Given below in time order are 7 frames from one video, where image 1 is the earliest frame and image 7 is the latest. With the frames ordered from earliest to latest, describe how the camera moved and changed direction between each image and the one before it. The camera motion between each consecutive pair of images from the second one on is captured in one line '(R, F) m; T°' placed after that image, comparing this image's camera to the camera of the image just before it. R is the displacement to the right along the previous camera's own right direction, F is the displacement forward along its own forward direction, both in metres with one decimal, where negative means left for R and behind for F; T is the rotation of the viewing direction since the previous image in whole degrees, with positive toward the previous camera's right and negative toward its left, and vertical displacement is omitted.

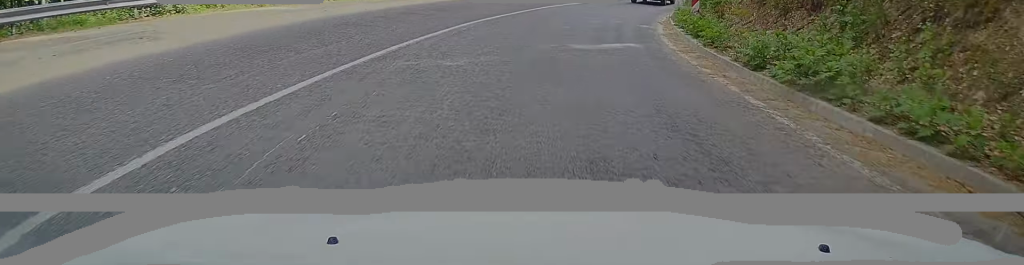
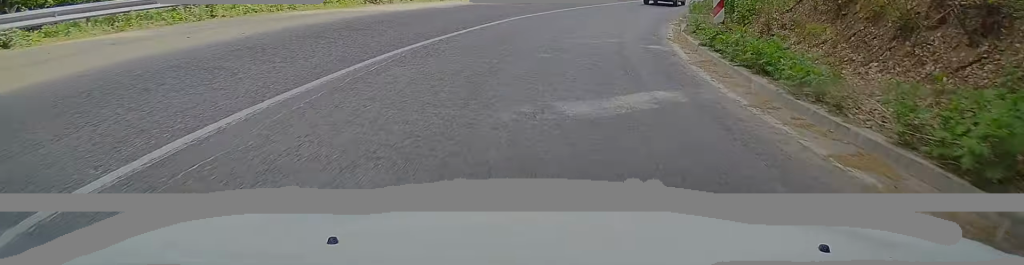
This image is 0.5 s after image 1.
(0.0, +5.9) m; +2°
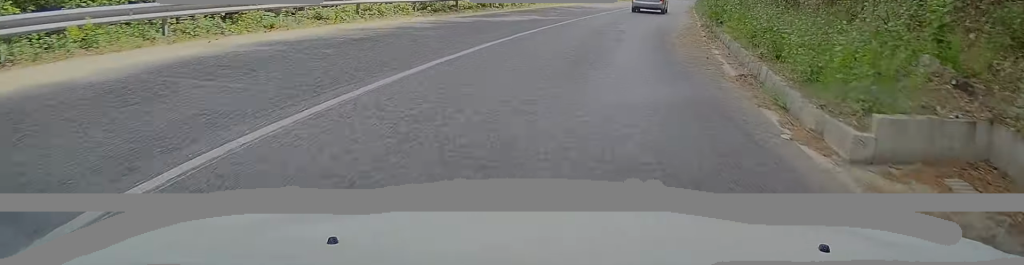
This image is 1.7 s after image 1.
(+1.0, +14.6) m; +7°
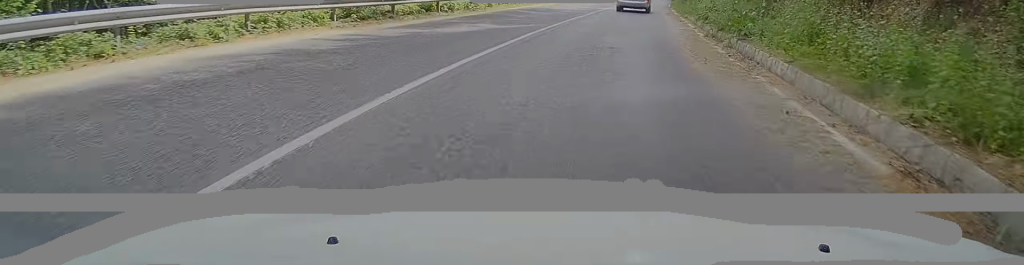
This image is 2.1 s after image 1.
(+0.3, +5.4) m; +2°
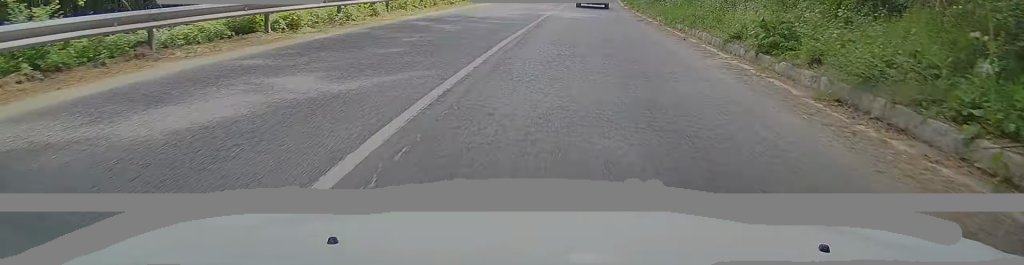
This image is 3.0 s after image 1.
(+0.1, +10.9) m; +2°
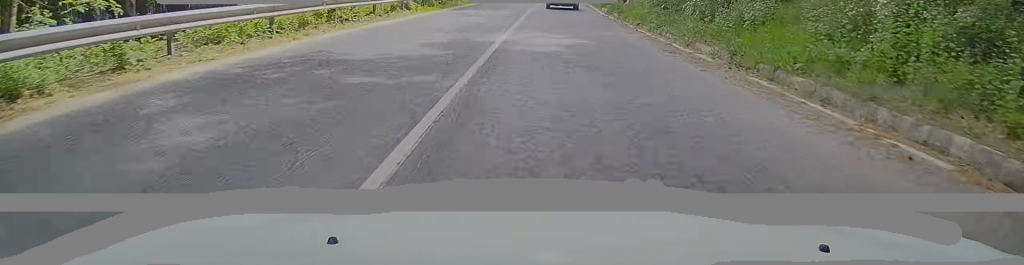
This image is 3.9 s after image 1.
(+0.1, +11.4) m; +5°
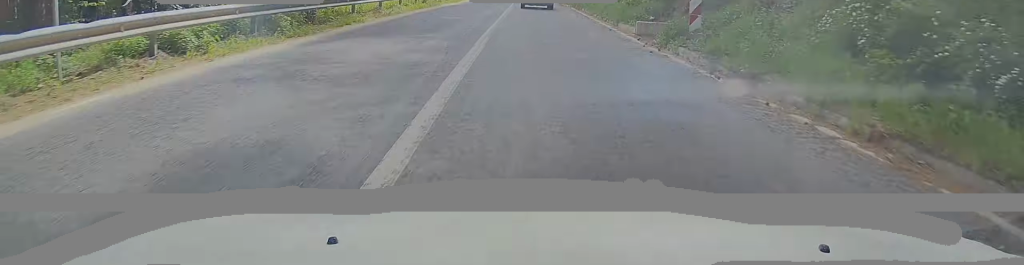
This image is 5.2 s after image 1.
(+1.6, +15.8) m; +8°
